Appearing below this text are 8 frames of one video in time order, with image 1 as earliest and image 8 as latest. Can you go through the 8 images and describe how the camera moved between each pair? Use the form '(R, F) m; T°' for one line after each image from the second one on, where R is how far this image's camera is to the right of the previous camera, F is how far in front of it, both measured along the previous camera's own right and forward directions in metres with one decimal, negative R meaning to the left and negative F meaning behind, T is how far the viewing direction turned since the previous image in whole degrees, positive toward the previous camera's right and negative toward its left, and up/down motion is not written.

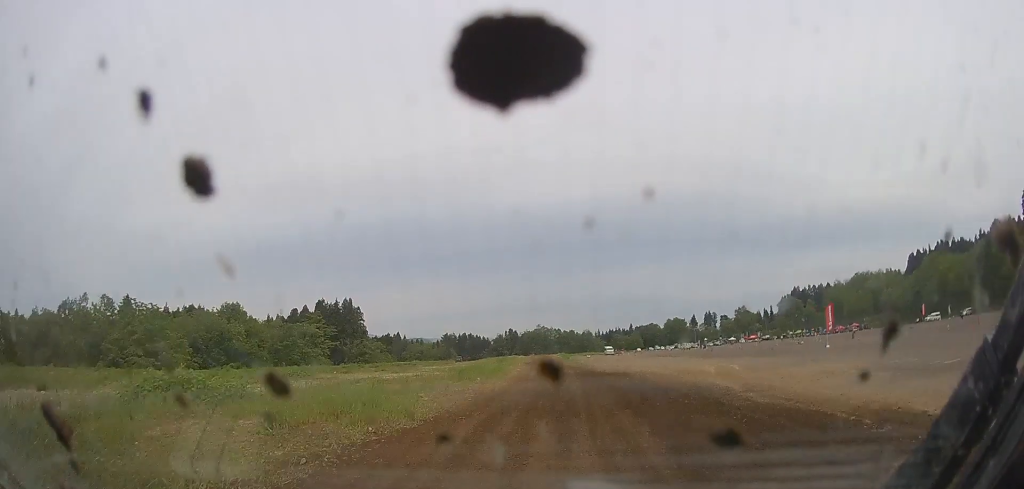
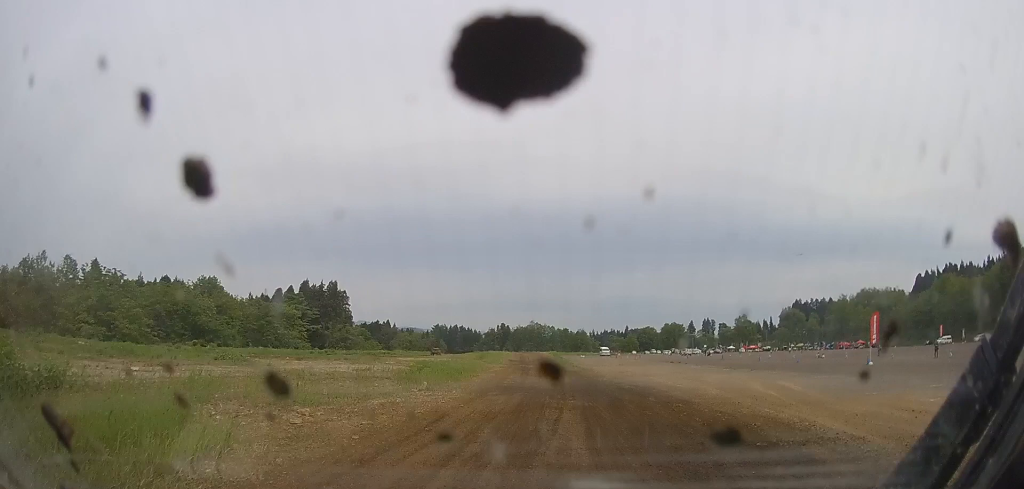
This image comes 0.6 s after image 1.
(+0.2, +8.3) m; +1°
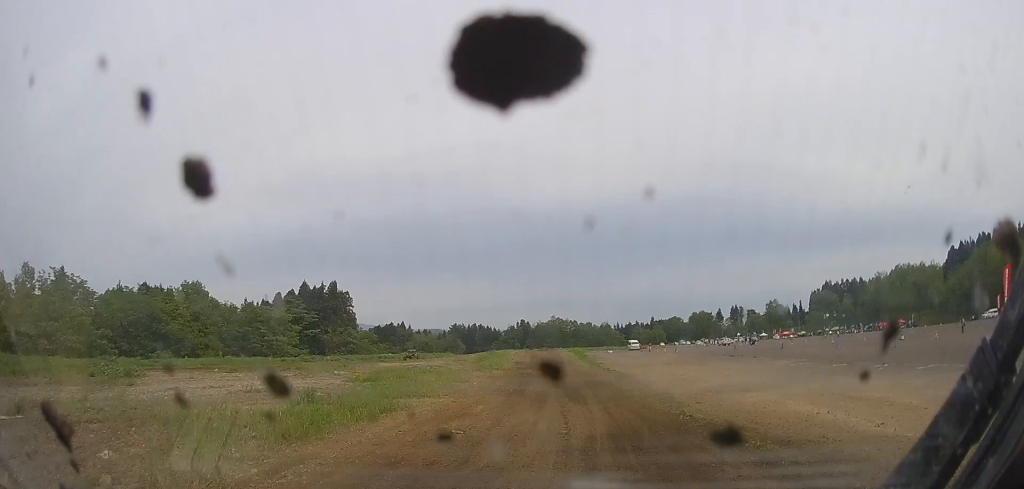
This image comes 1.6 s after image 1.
(0.0, +13.3) m; -1°
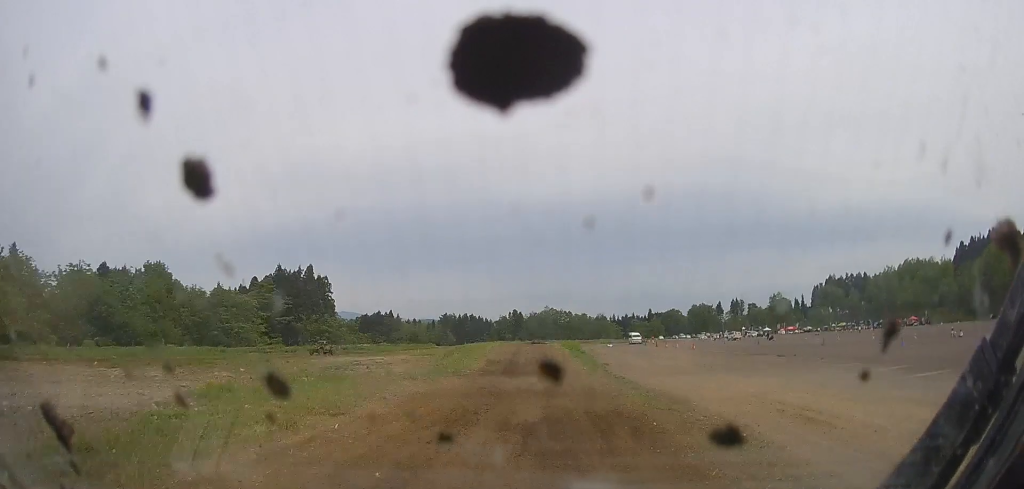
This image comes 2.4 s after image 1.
(-0.1, +11.6) m; -2°
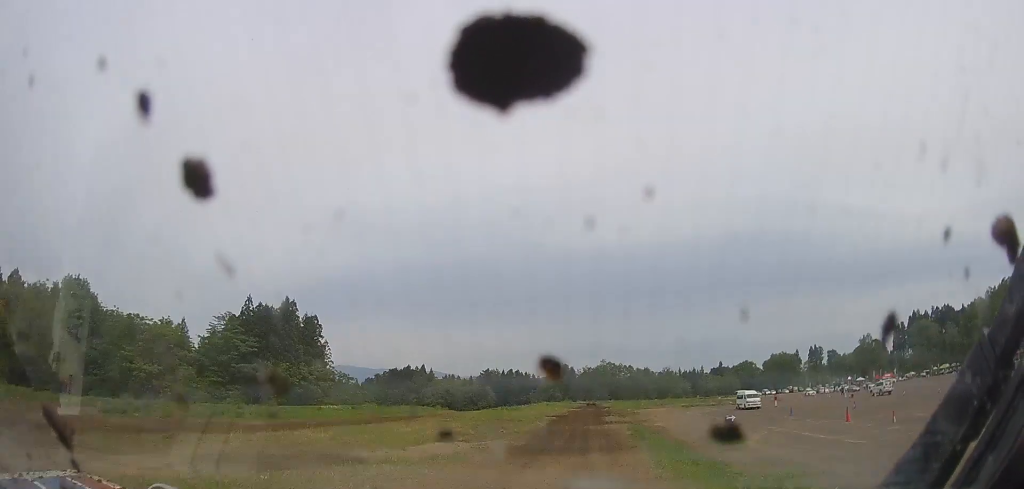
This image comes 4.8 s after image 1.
(-1.6, +37.1) m; -4°
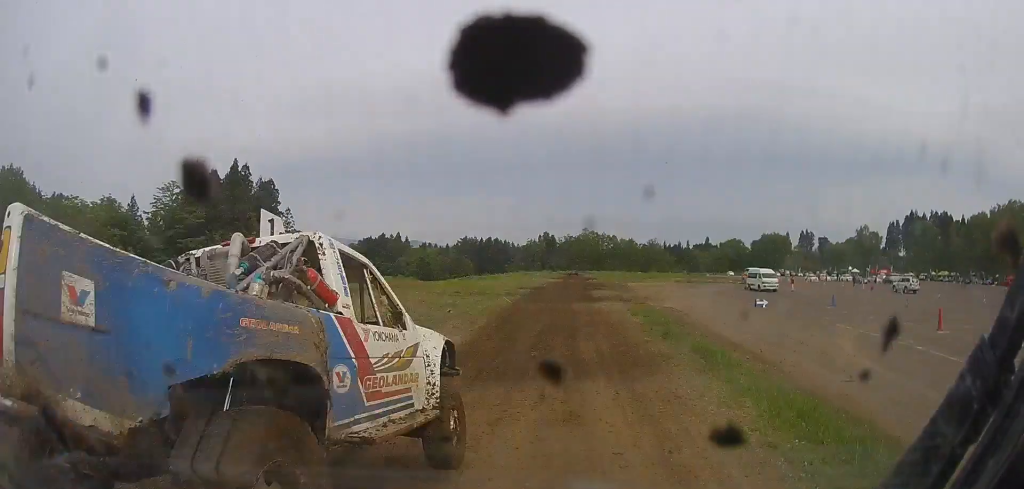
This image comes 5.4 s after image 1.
(-0.1, +10.3) m; 0°
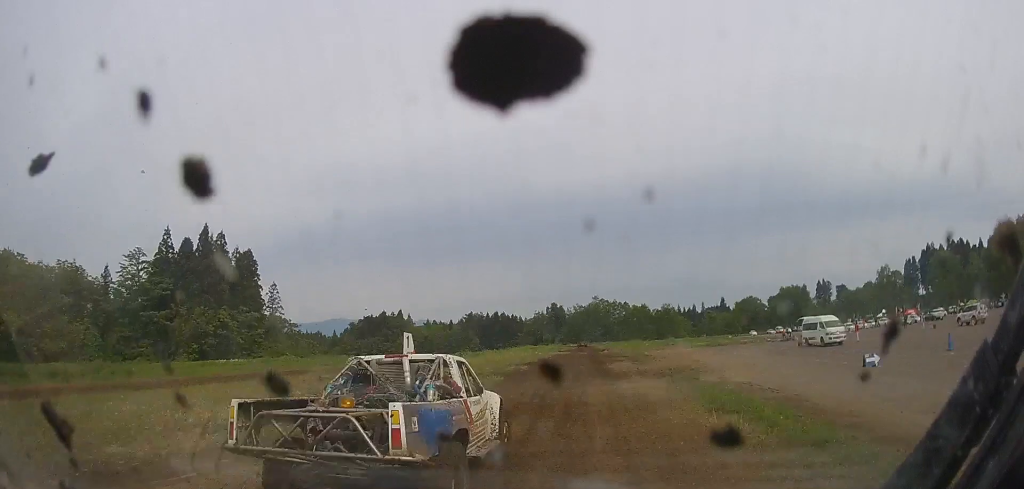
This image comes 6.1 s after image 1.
(+0.2, +12.5) m; +1°
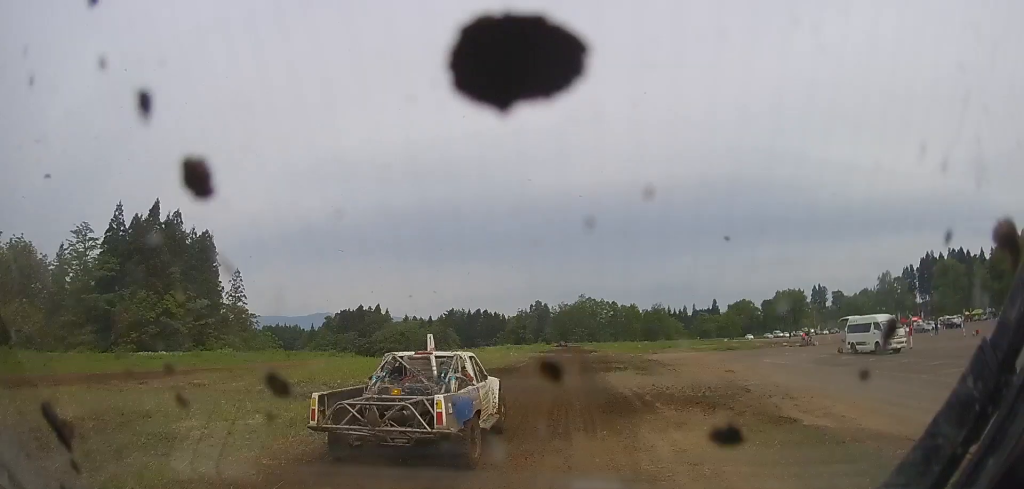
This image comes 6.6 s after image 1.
(+0.1, +8.9) m; 0°
